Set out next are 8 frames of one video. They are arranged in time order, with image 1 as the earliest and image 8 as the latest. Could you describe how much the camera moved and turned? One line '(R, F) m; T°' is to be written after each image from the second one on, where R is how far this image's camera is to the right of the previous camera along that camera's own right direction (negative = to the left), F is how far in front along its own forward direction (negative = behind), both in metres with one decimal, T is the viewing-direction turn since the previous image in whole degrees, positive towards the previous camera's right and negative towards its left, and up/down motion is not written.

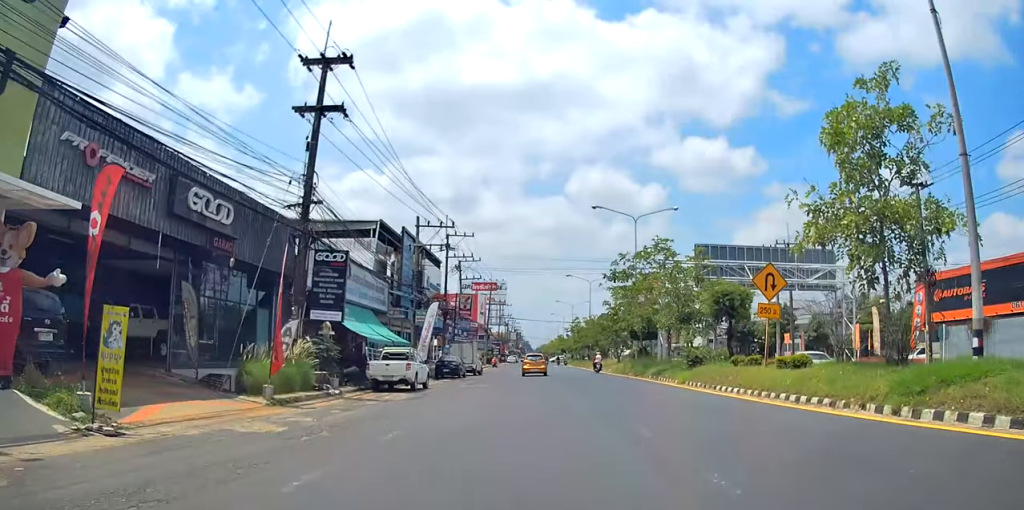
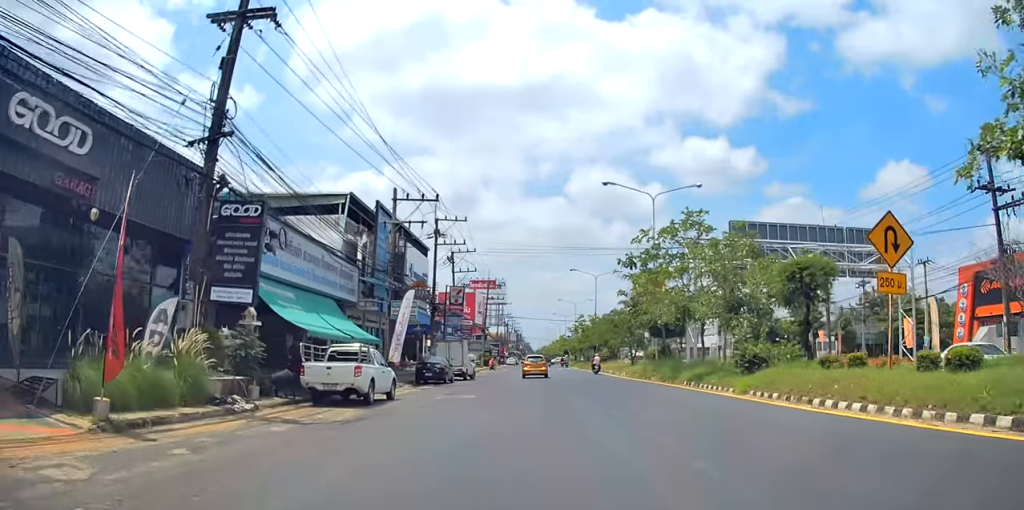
(+0.5, +7.6) m; 0°
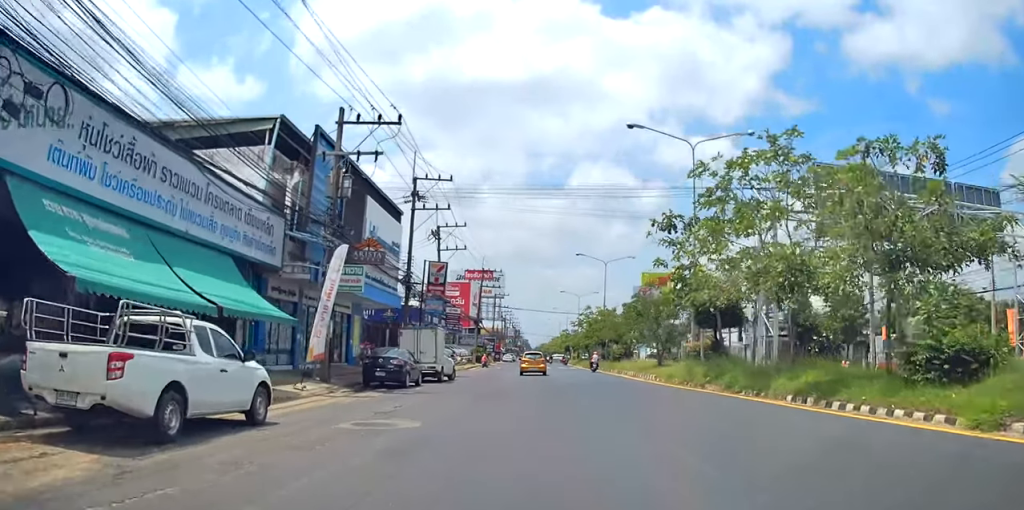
(-0.3, +11.3) m; -1°
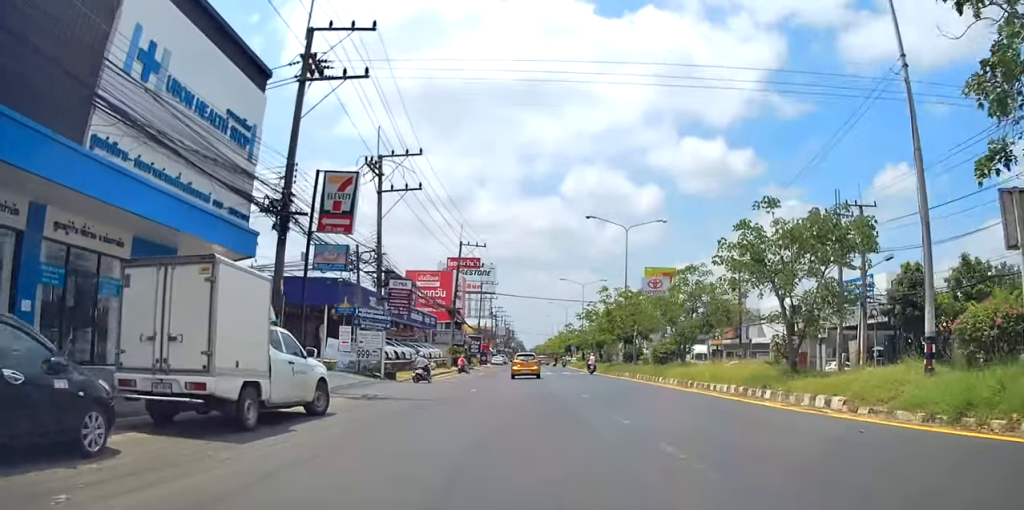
(+0.3, +20.4) m; +2°
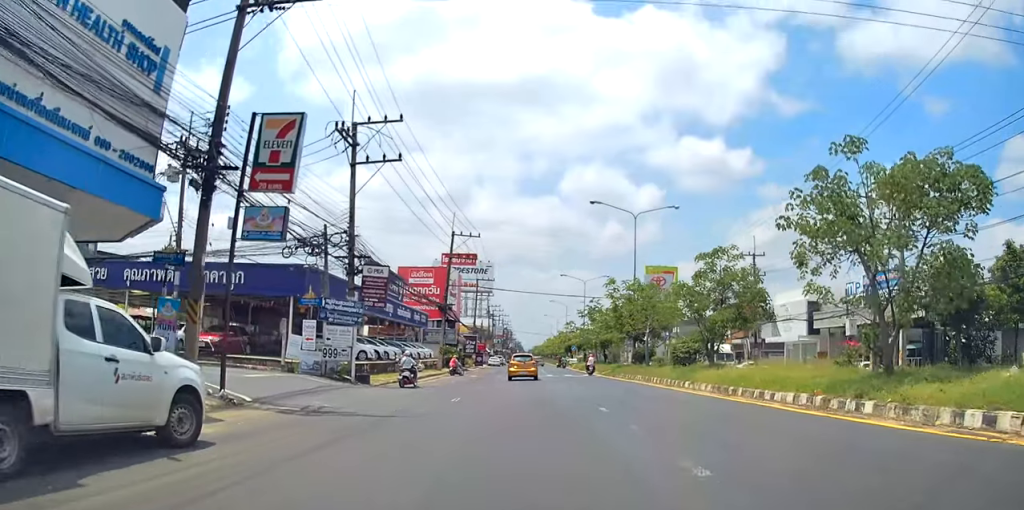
(0.0, +5.4) m; 0°
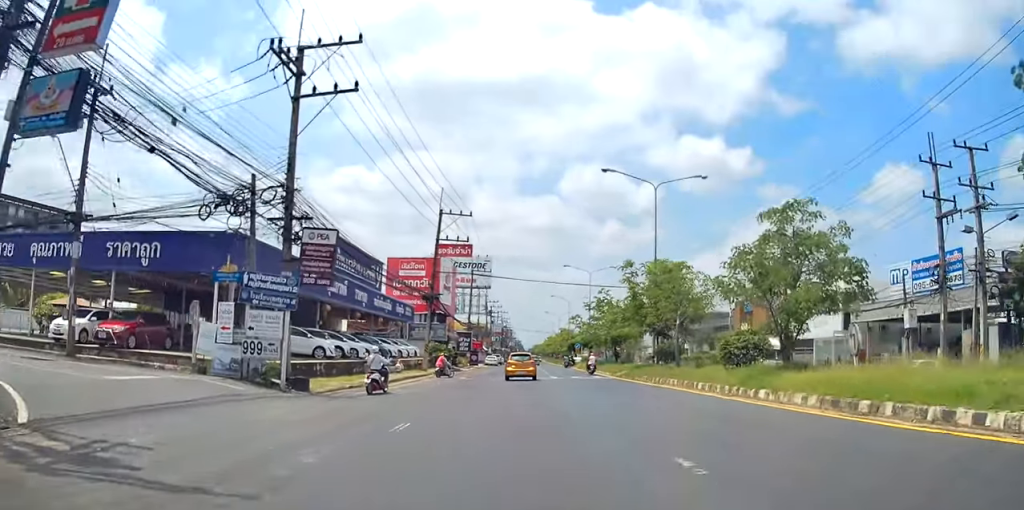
(0.0, +8.6) m; 0°
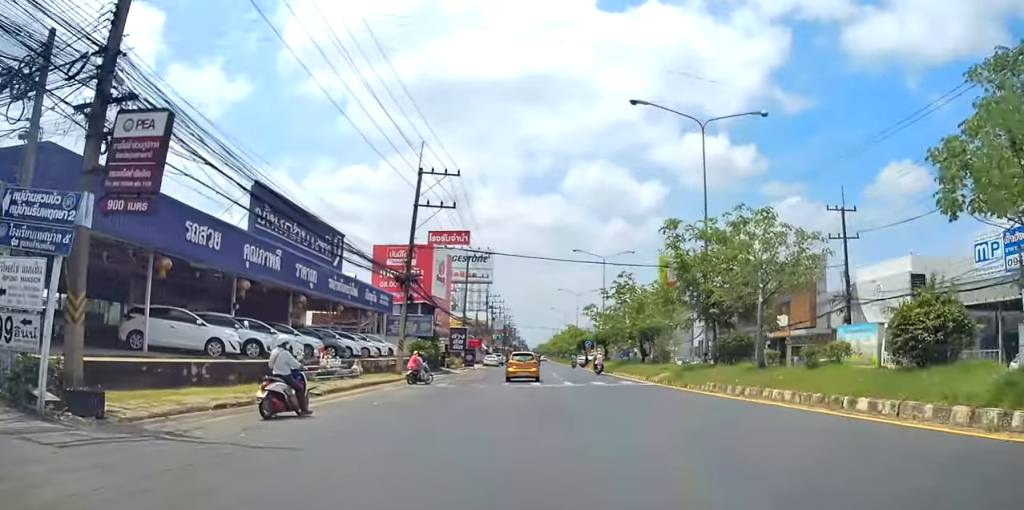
(0.0, +11.7) m; 0°
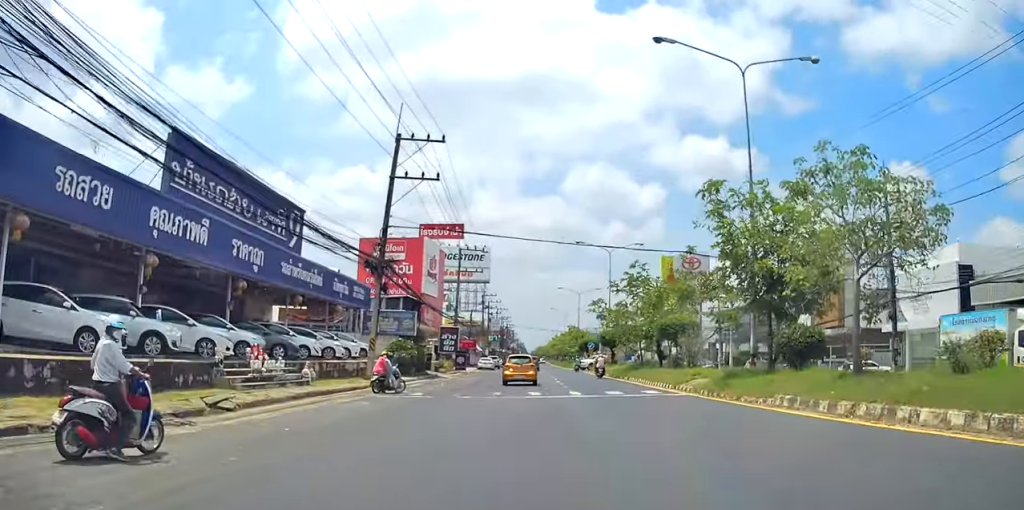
(0.0, +6.9) m; 0°
